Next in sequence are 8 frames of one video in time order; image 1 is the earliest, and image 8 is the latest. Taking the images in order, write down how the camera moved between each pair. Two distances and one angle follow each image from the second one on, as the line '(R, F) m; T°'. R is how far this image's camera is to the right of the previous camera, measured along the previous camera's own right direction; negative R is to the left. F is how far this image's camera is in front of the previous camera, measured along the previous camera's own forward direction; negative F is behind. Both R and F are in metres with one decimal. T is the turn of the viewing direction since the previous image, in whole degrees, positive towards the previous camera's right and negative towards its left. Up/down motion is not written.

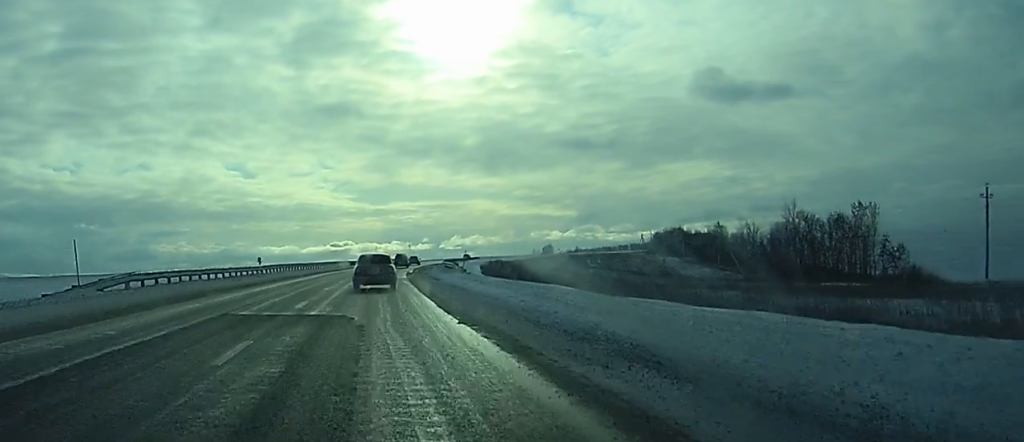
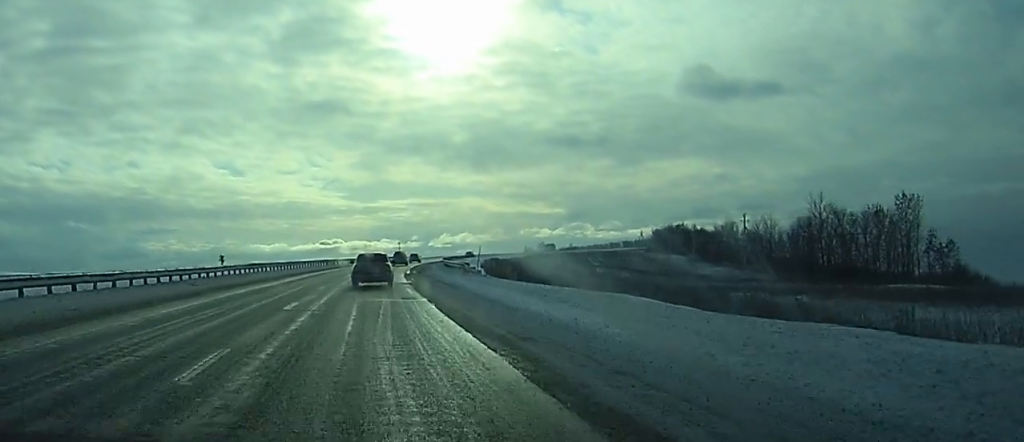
(+0.1, +12.8) m; +1°
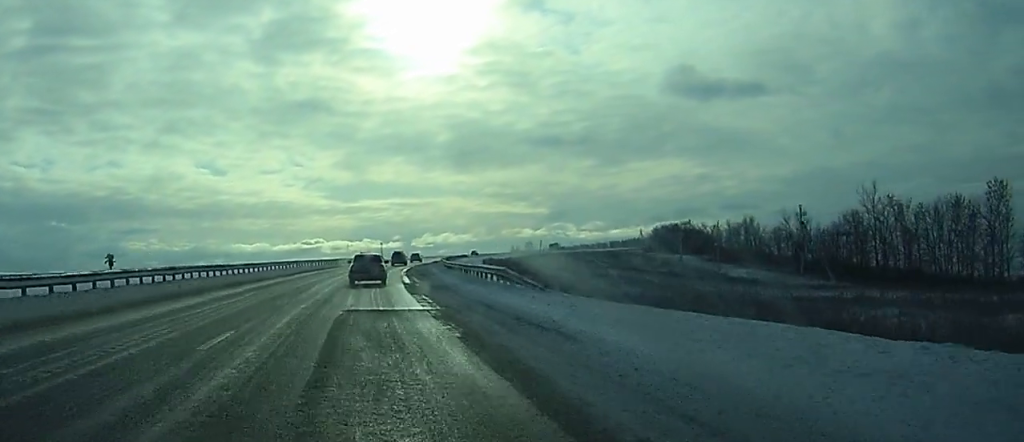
(+0.2, +20.4) m; +2°
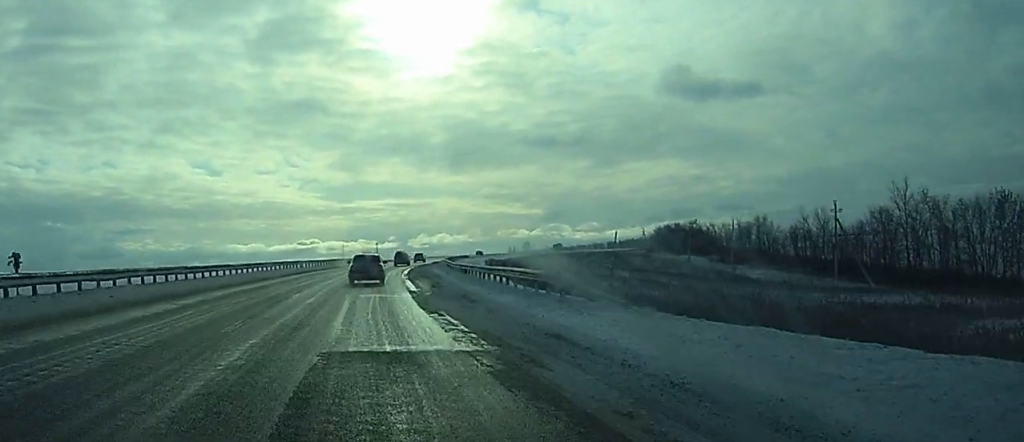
(+0.1, +8.8) m; 0°
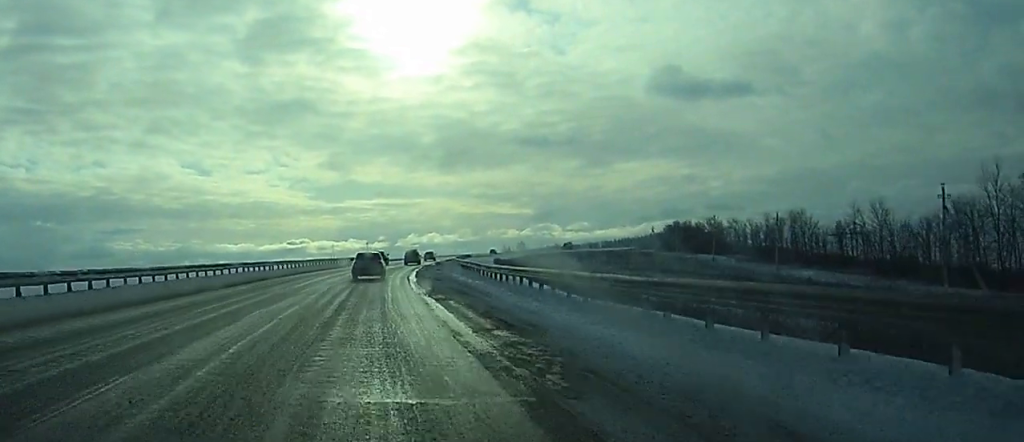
(+0.2, +19.9) m; +1°
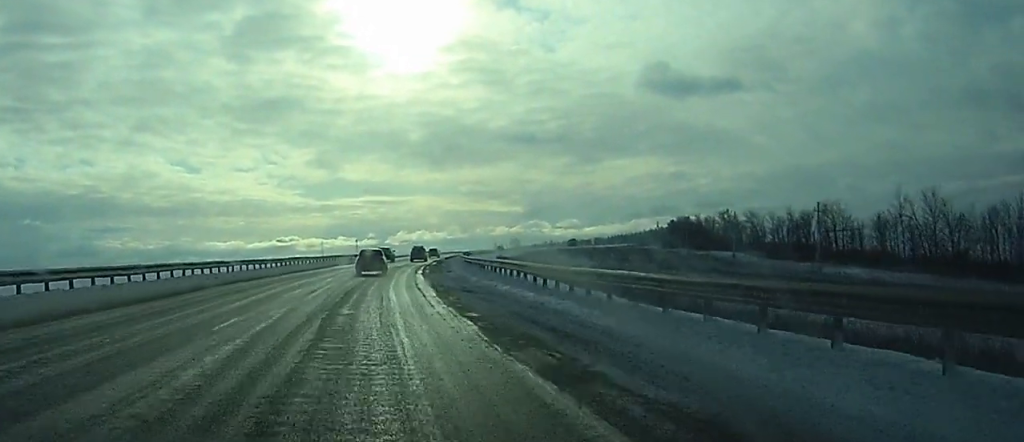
(0.0, +15.3) m; 0°
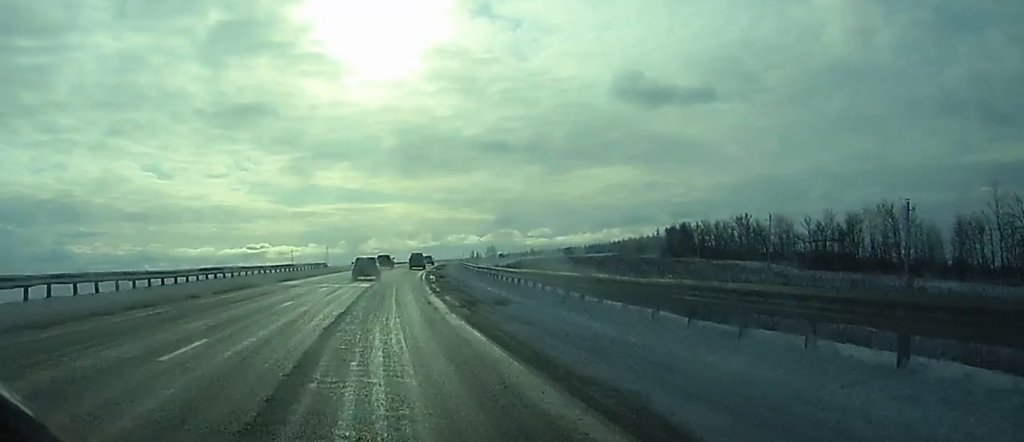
(+0.3, +26.6) m; +1°
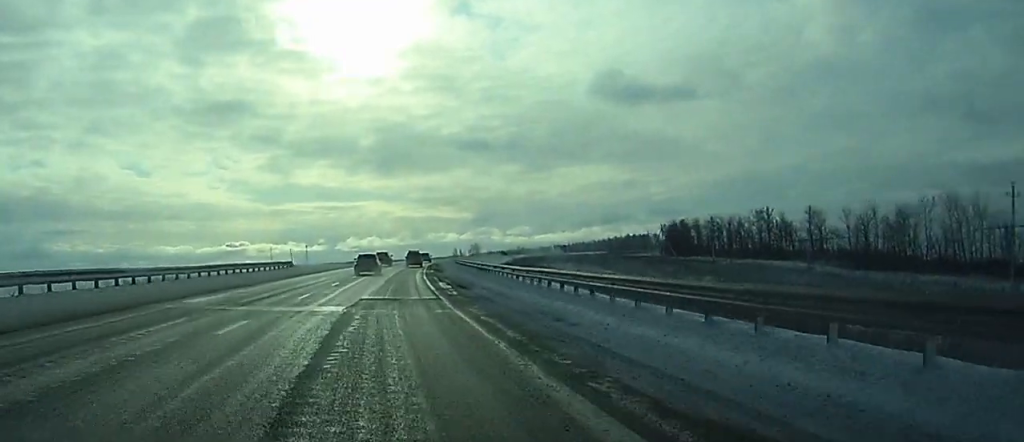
(+0.2, +19.9) m; +2°
